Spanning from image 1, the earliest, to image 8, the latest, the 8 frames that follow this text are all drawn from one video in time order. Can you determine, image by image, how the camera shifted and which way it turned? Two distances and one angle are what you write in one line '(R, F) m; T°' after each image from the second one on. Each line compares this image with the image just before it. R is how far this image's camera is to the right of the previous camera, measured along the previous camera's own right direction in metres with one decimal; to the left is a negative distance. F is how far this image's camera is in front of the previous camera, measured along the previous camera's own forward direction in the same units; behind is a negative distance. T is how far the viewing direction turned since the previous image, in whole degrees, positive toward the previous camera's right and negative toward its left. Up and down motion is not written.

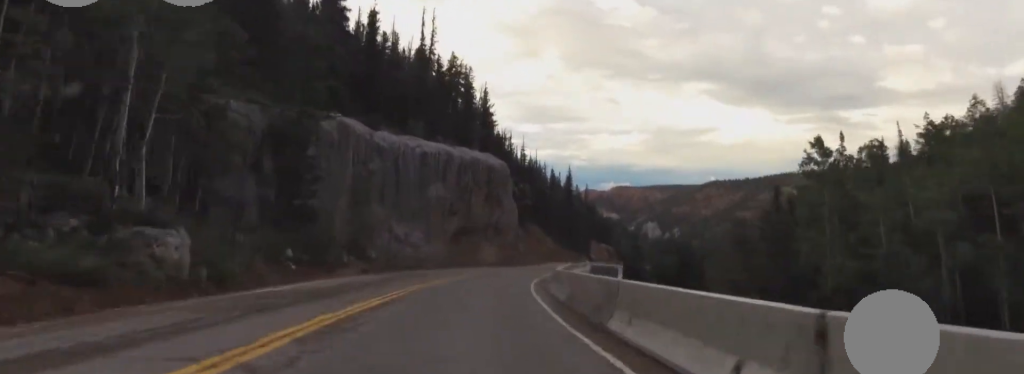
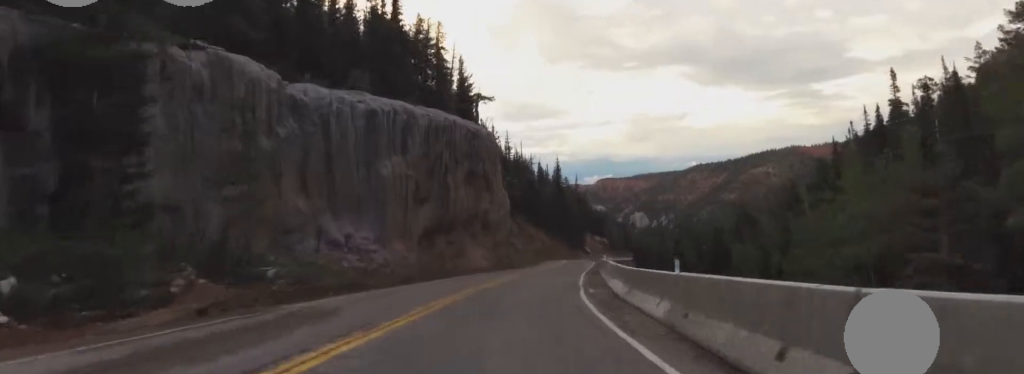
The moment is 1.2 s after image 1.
(0.0, +18.8) m; +2°
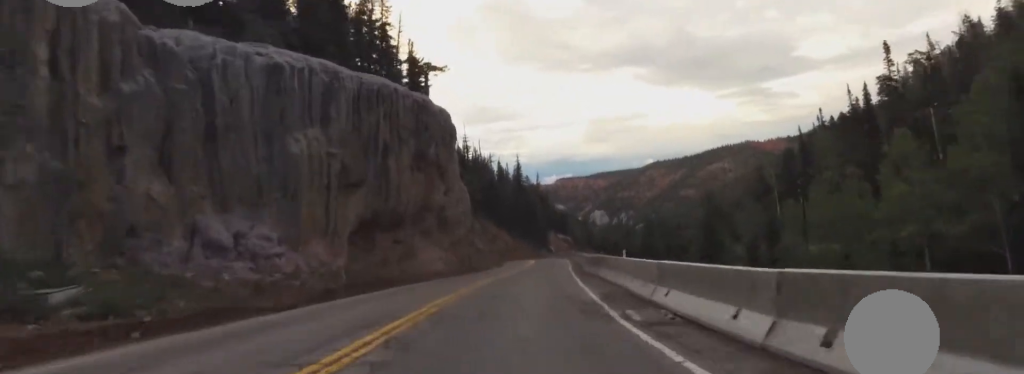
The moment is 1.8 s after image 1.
(-0.1, +9.2) m; +2°
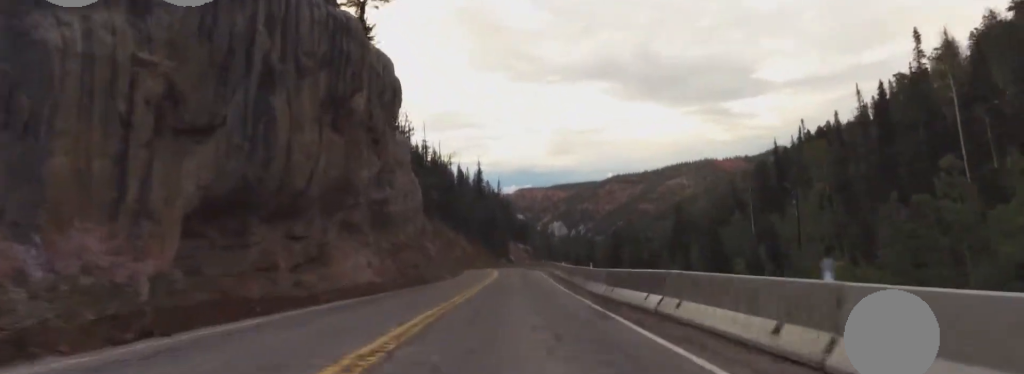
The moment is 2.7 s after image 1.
(+0.9, +13.1) m; +1°
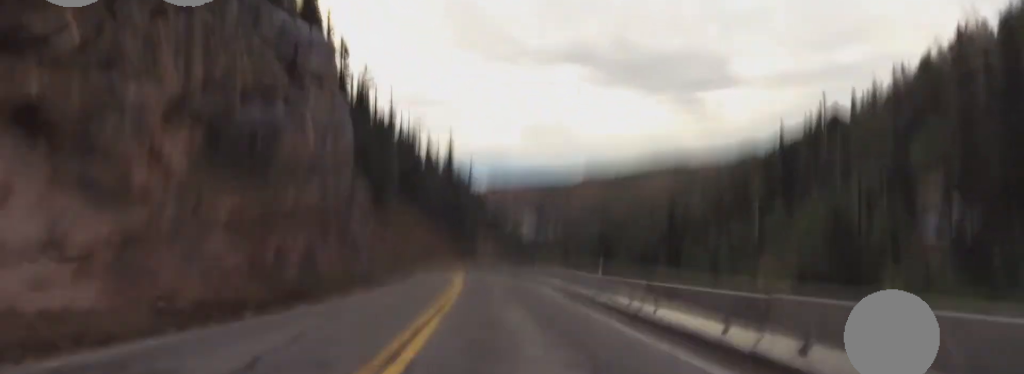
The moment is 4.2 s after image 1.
(-0.3, +22.8) m; +3°
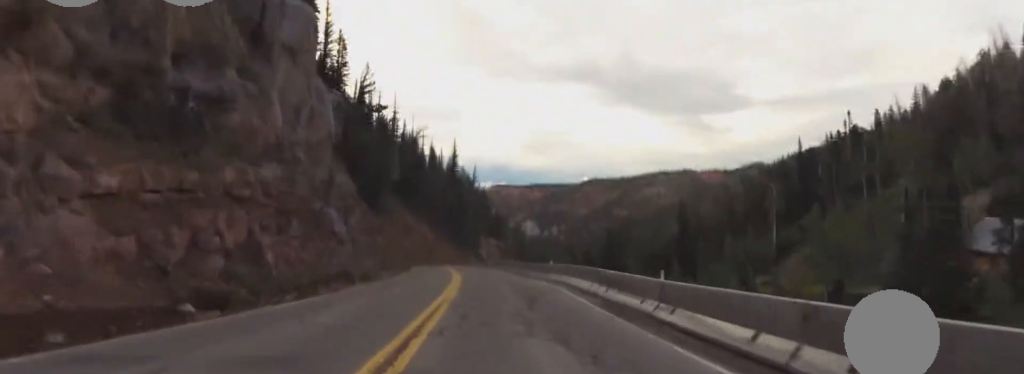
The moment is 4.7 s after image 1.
(0.0, +7.0) m; +2°
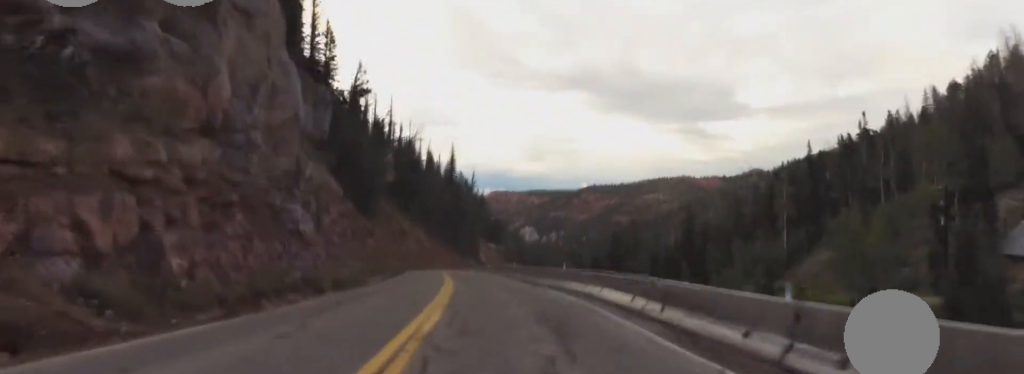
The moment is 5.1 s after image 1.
(+0.2, +5.8) m; 0°
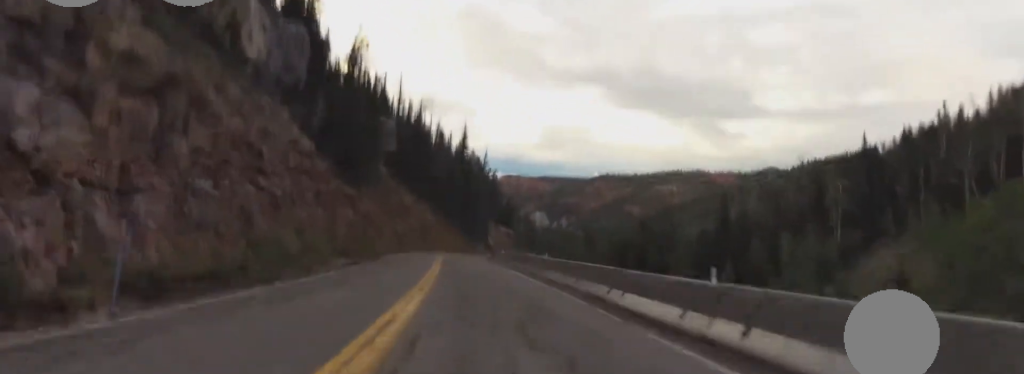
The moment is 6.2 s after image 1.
(0.0, +16.6) m; 0°
